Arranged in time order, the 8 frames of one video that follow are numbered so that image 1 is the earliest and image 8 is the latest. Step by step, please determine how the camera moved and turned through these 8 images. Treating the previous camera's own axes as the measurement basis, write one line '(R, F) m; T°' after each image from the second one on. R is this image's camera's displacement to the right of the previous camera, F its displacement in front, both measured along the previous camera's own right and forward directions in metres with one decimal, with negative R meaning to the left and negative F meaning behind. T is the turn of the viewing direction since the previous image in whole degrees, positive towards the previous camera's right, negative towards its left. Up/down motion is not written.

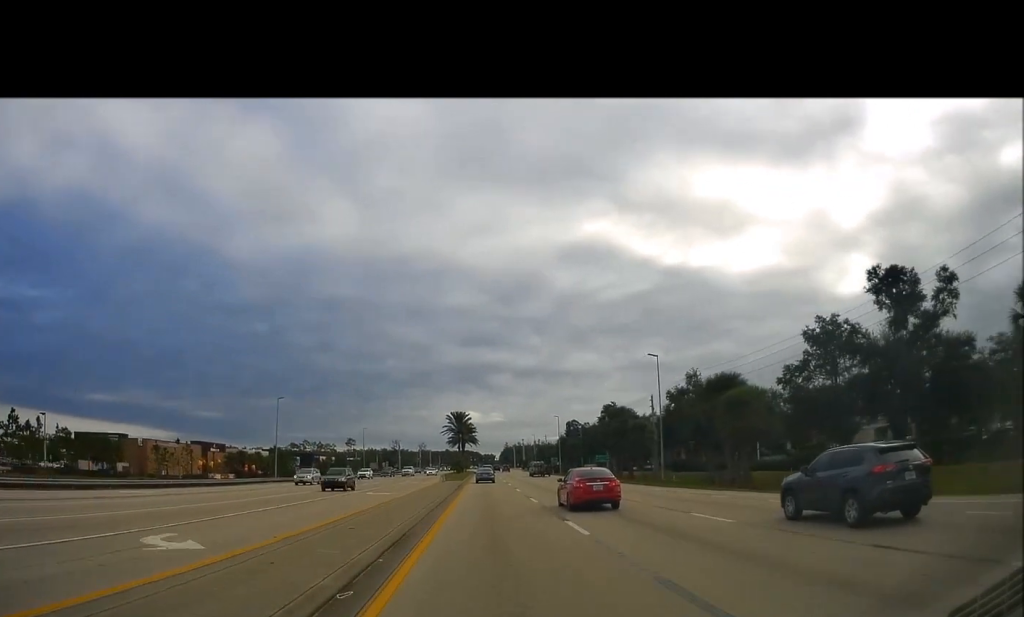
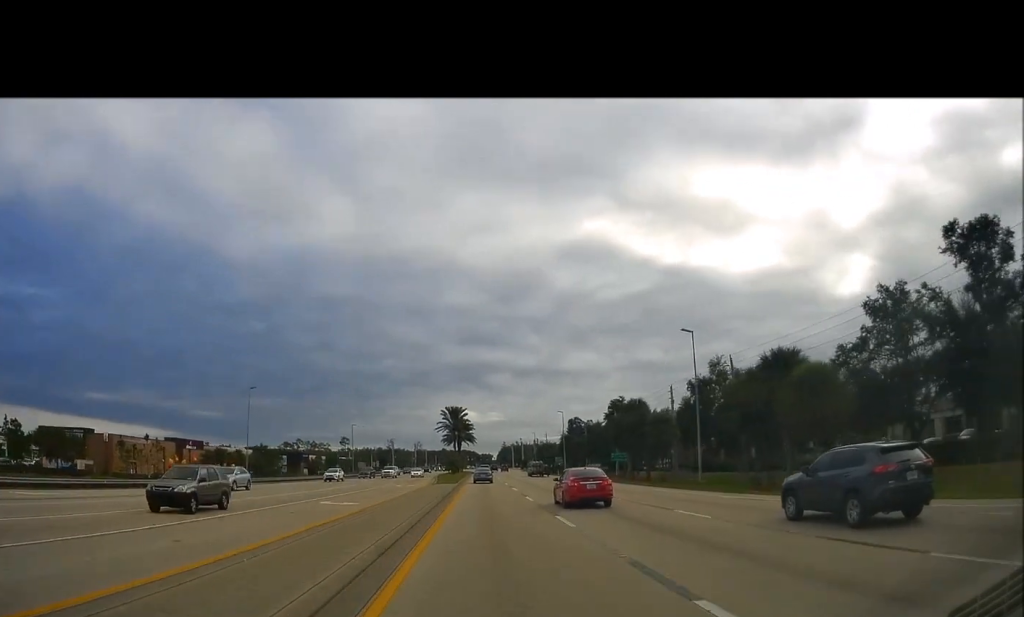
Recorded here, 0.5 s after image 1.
(-0.1, +10.5) m; 0°
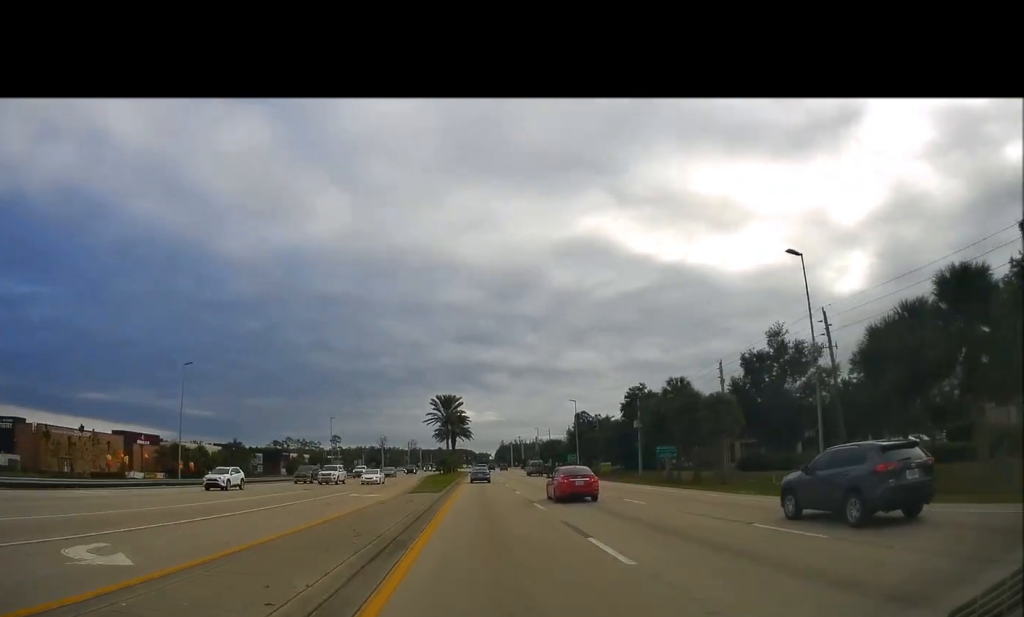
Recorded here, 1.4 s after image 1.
(+0.1, +18.1) m; +1°
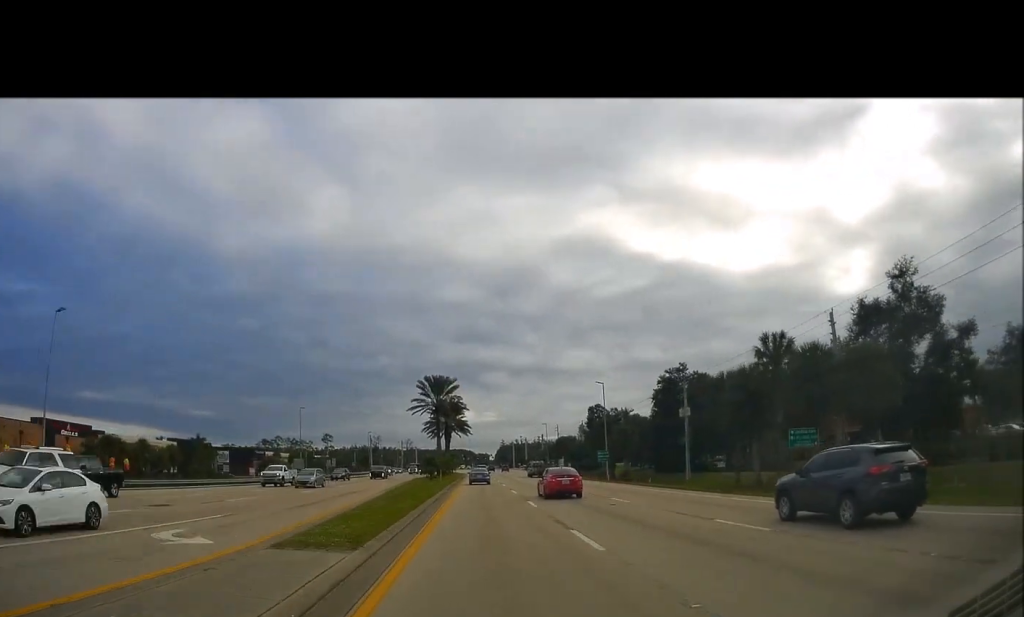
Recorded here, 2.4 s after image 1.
(+0.5, +22.5) m; +1°
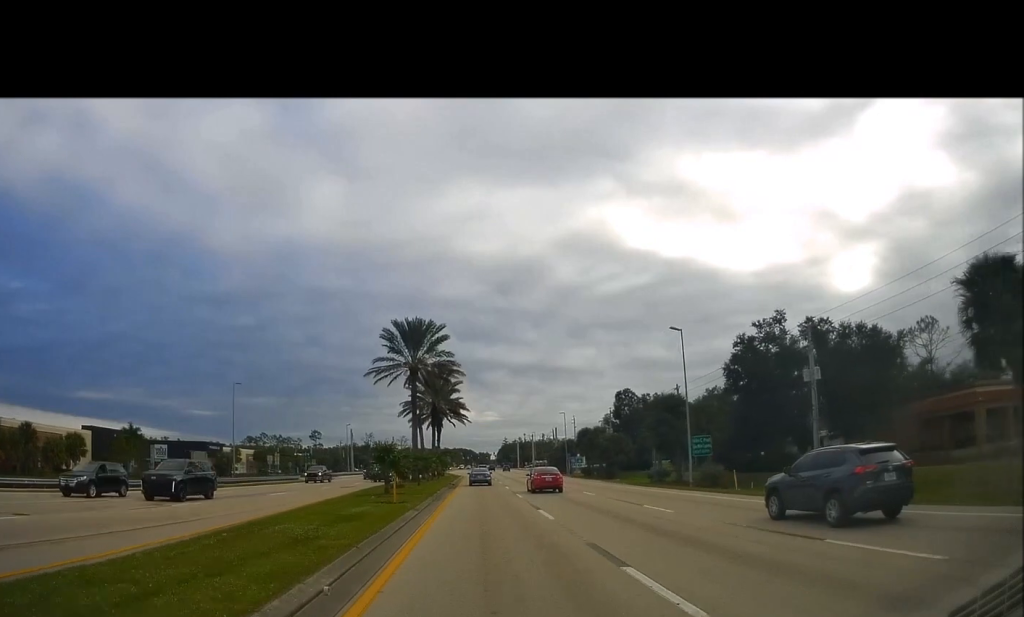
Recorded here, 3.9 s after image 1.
(0.0, +30.4) m; -1°
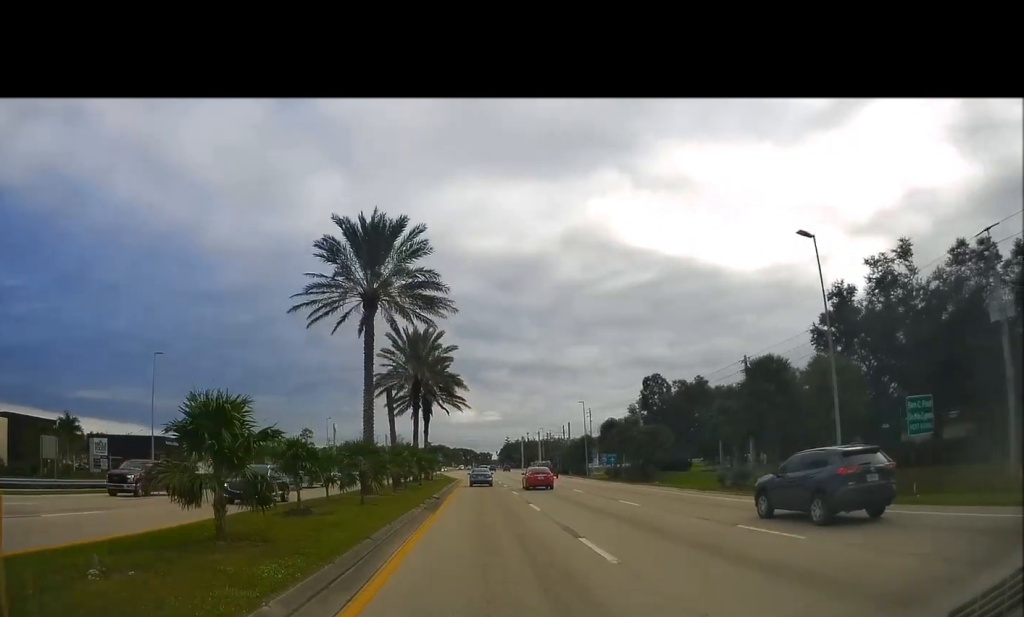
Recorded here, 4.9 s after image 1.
(-0.4, +20.8) m; 0°
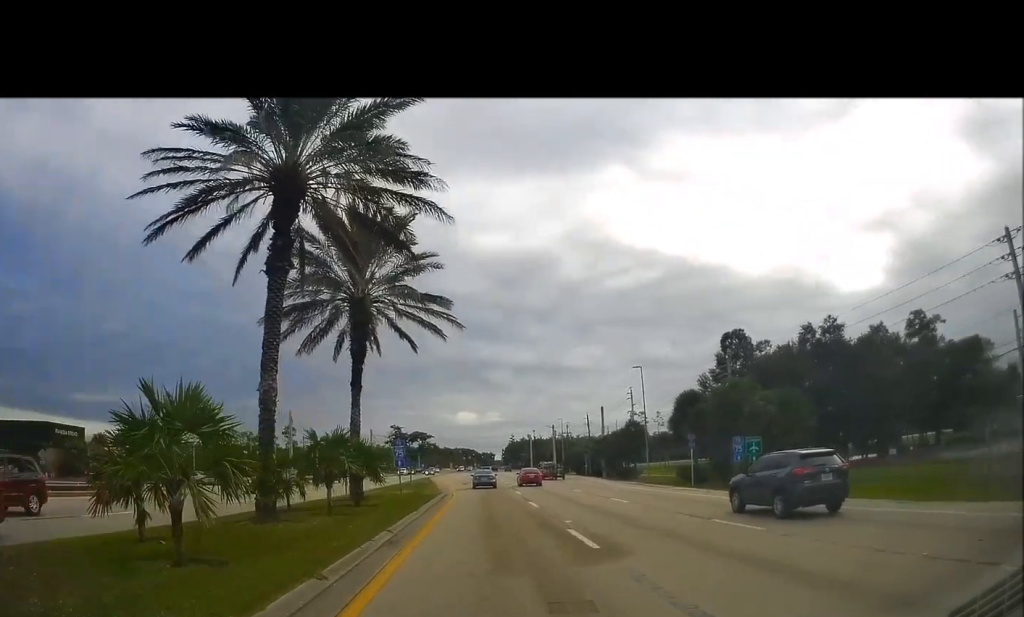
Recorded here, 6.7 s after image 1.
(+0.7, +35.0) m; +1°
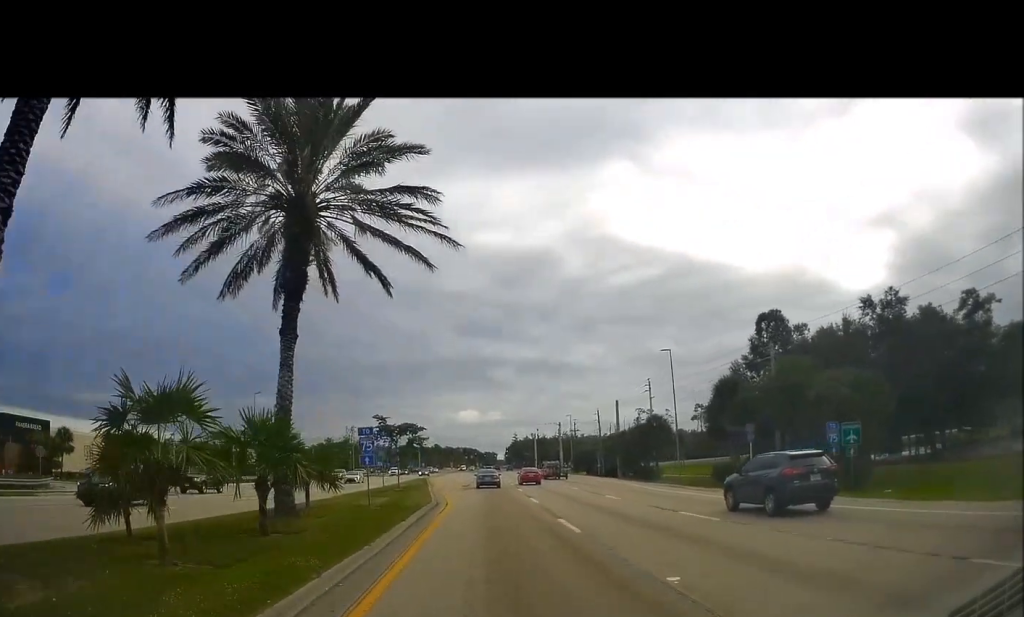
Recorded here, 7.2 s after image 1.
(+0.1, +9.5) m; -1°
